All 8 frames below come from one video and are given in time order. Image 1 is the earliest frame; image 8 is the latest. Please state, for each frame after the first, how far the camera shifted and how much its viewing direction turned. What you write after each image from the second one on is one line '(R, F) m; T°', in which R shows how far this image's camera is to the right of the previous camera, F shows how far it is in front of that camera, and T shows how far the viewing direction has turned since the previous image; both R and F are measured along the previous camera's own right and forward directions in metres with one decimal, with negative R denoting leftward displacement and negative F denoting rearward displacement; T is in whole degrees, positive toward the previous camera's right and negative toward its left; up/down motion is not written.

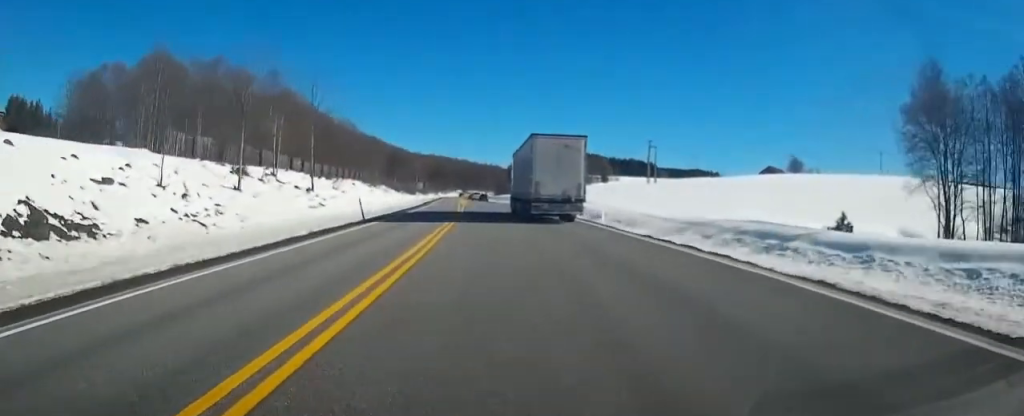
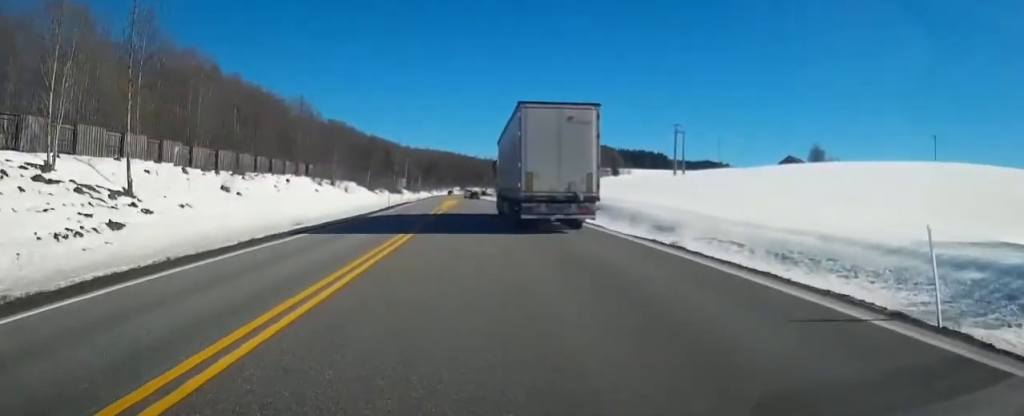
(-0.6, +27.0) m; -1°
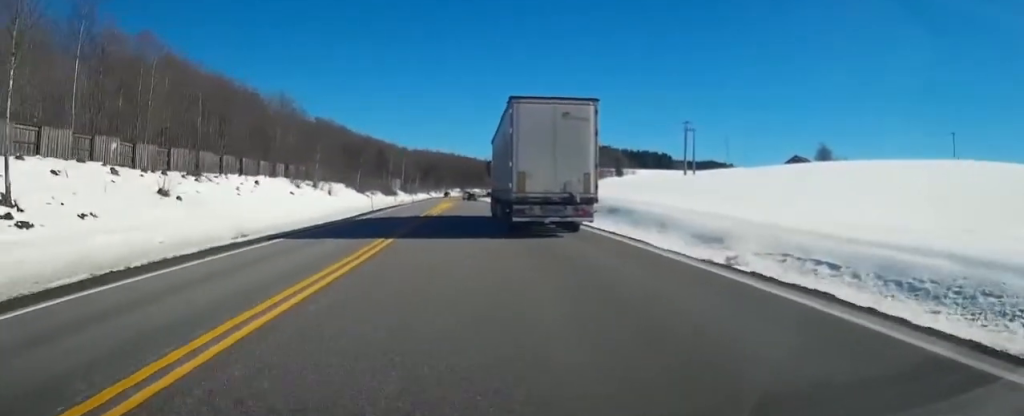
(+0.1, +8.0) m; -1°
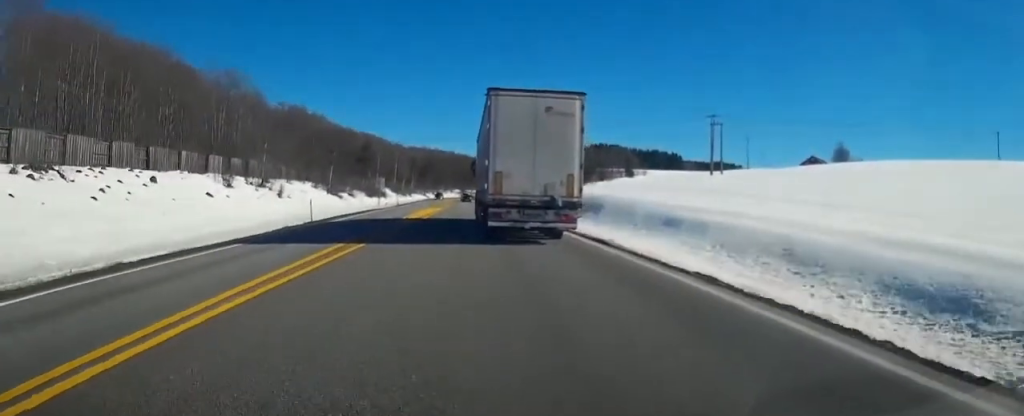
(-0.3, +17.5) m; 0°
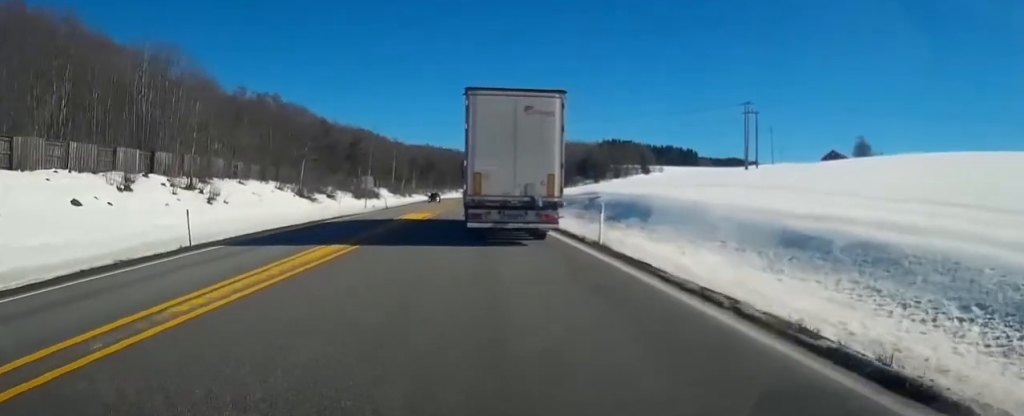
(+0.3, +15.2) m; +1°
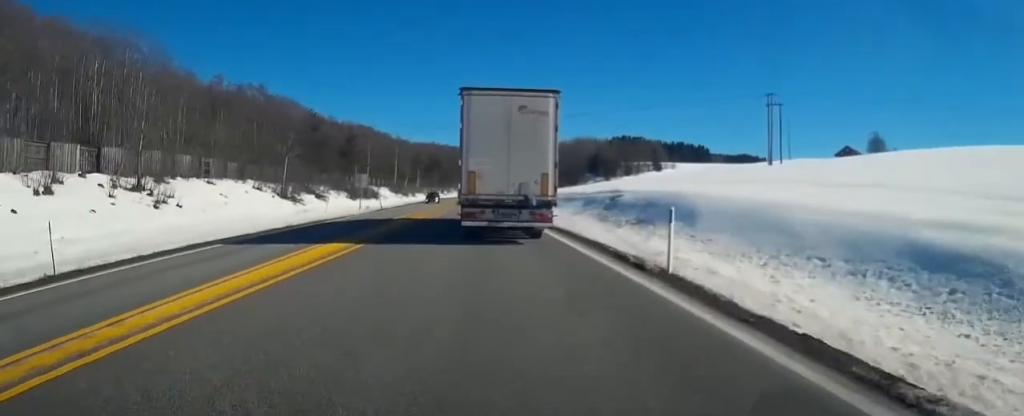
(+0.2, +7.6) m; 0°
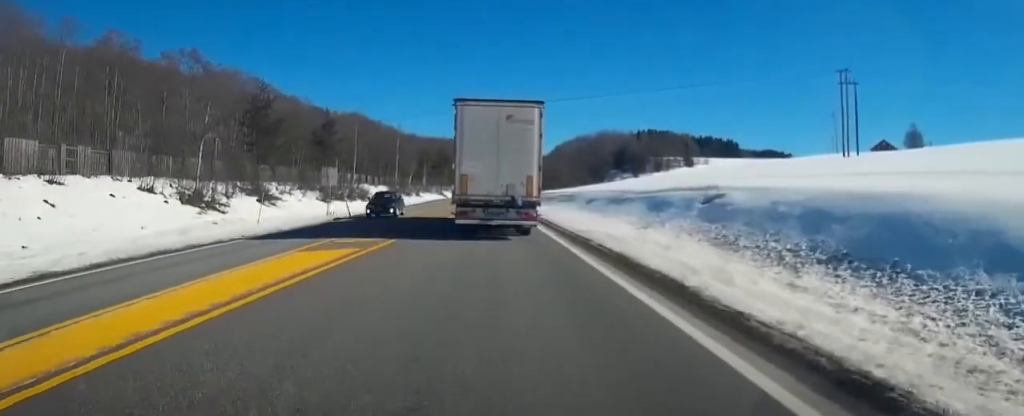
(-0.3, +20.0) m; -2°
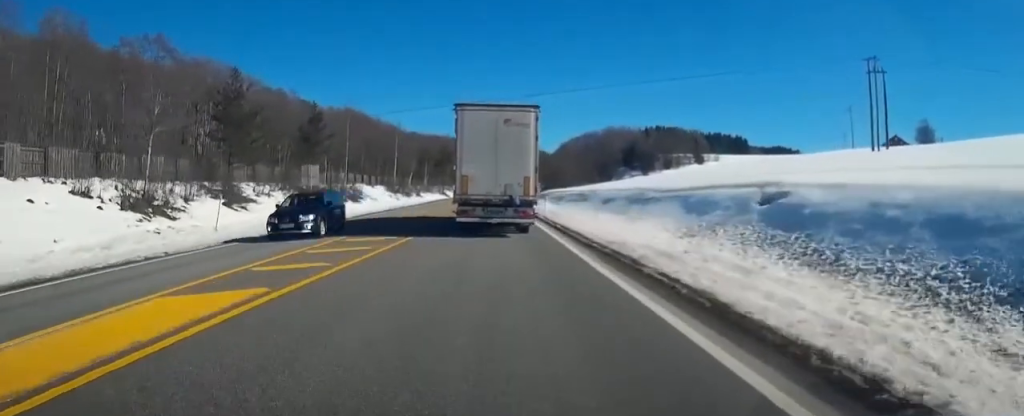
(+0.2, +6.7) m; -1°
